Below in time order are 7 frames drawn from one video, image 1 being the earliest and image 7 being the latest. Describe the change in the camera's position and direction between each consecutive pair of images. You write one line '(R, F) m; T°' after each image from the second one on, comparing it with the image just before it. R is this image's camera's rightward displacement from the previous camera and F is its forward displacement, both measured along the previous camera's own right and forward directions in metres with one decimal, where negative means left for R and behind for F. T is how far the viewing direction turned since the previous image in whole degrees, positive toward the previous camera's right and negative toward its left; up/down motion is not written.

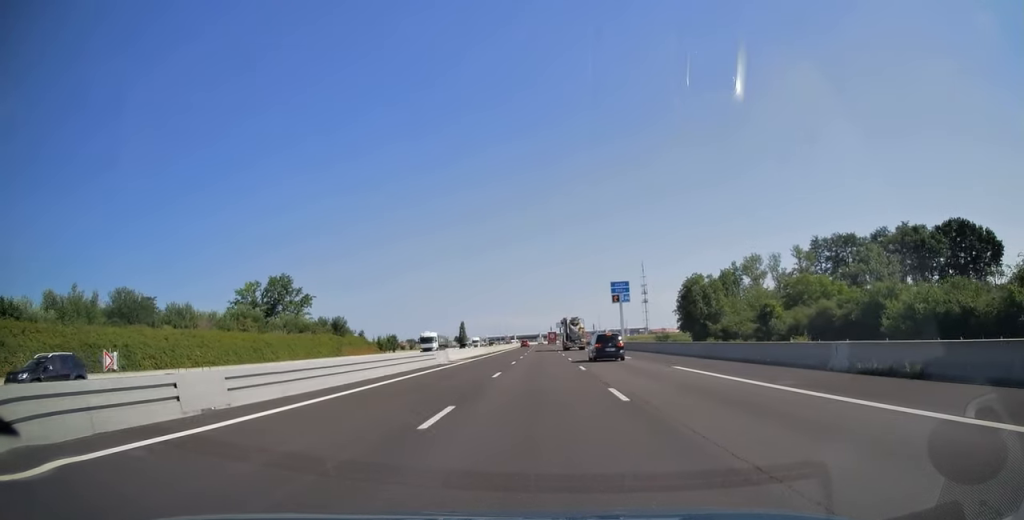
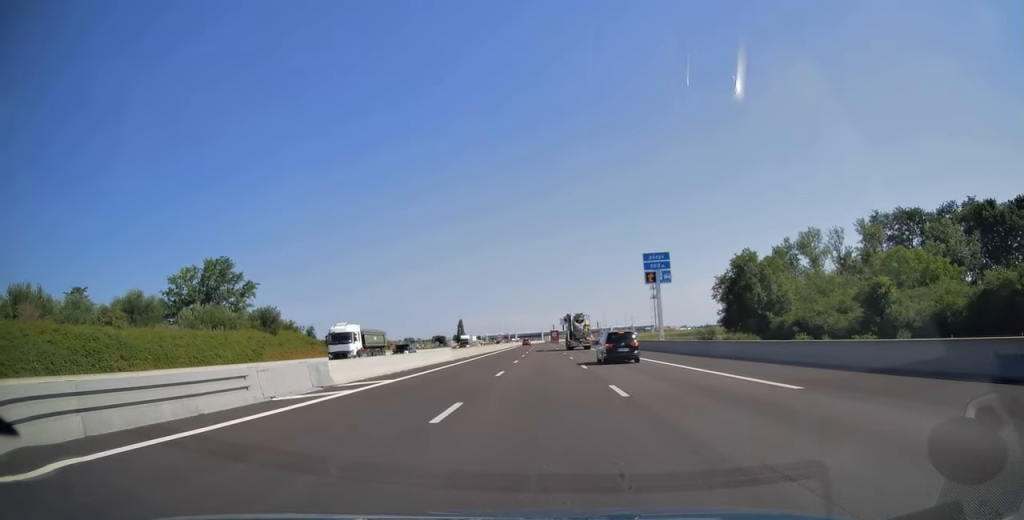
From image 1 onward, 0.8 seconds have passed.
(0.0, +25.6) m; 0°
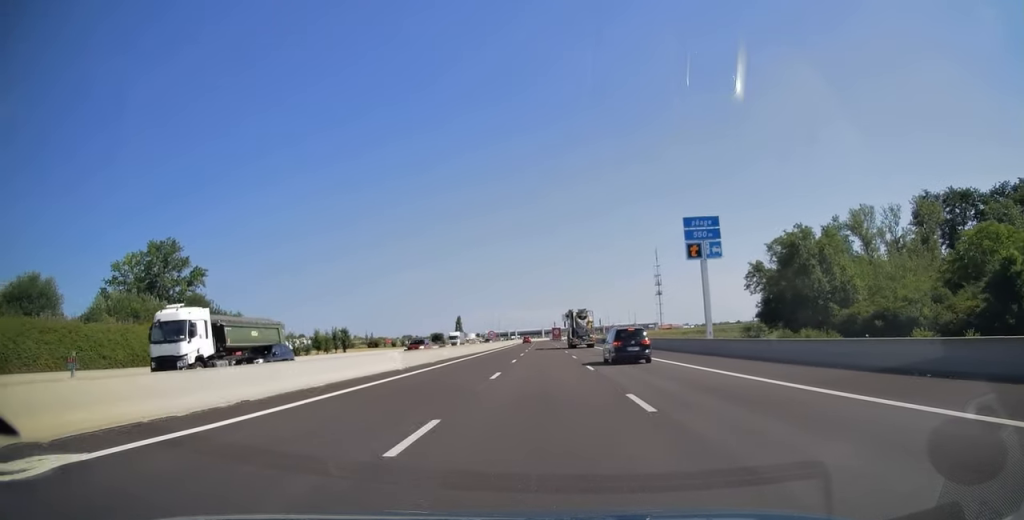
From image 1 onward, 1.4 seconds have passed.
(0.0, +16.3) m; 0°
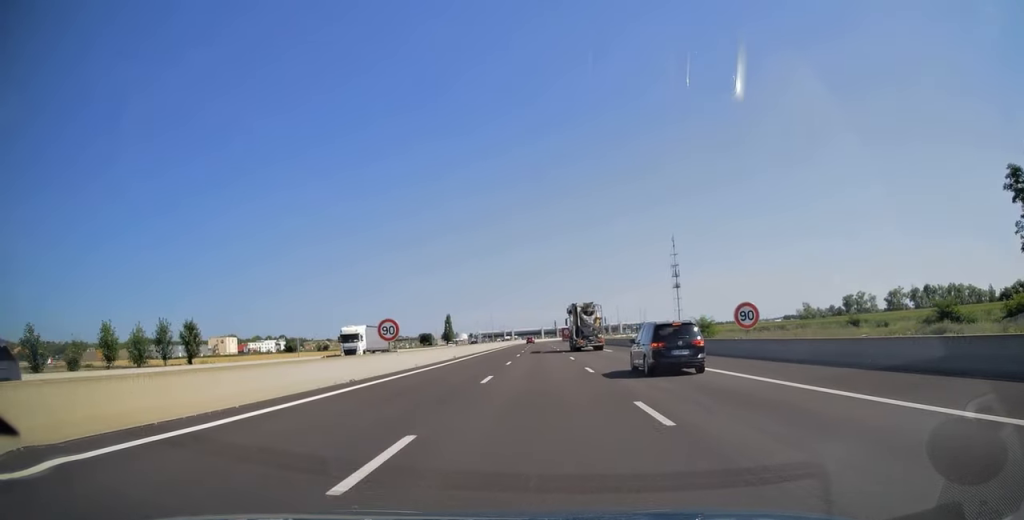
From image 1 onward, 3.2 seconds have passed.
(-0.3, +56.2) m; 0°
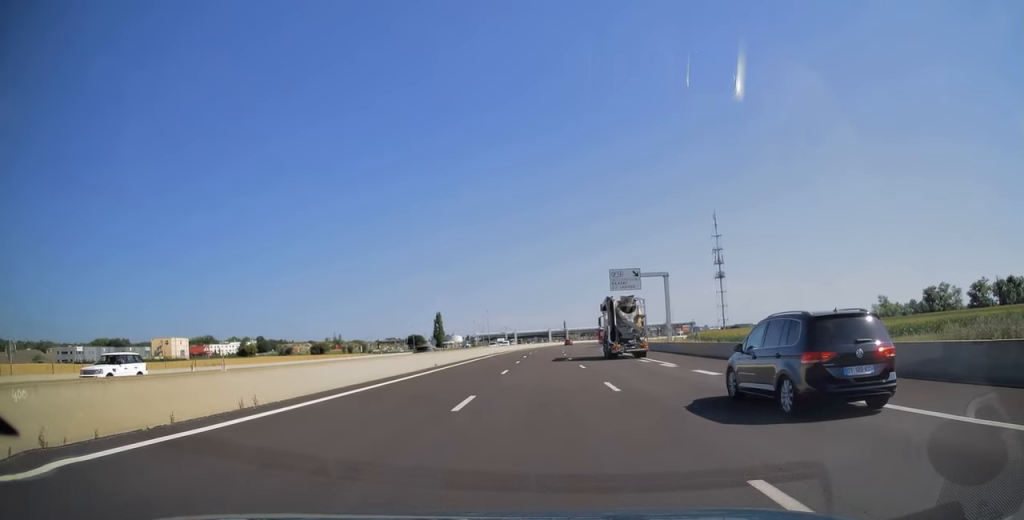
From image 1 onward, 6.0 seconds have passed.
(-0.1, +74.1) m; 0°
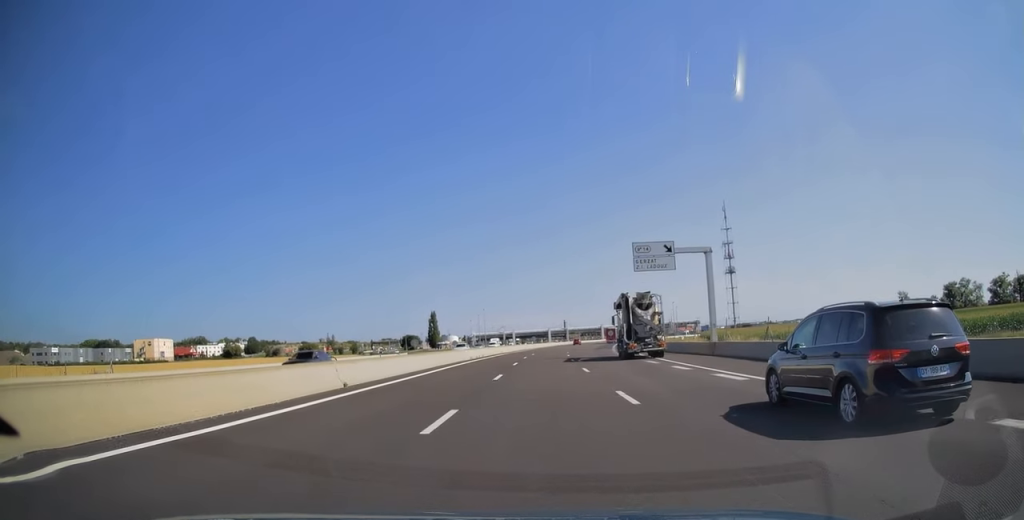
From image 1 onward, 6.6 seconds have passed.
(0.0, +16.4) m; 0°
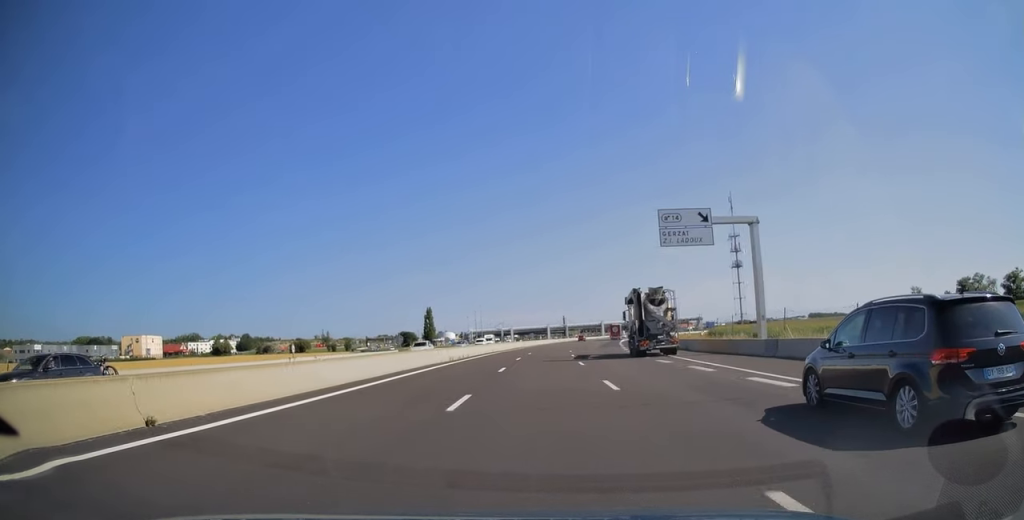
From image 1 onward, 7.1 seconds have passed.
(0.0, +10.4) m; 0°
